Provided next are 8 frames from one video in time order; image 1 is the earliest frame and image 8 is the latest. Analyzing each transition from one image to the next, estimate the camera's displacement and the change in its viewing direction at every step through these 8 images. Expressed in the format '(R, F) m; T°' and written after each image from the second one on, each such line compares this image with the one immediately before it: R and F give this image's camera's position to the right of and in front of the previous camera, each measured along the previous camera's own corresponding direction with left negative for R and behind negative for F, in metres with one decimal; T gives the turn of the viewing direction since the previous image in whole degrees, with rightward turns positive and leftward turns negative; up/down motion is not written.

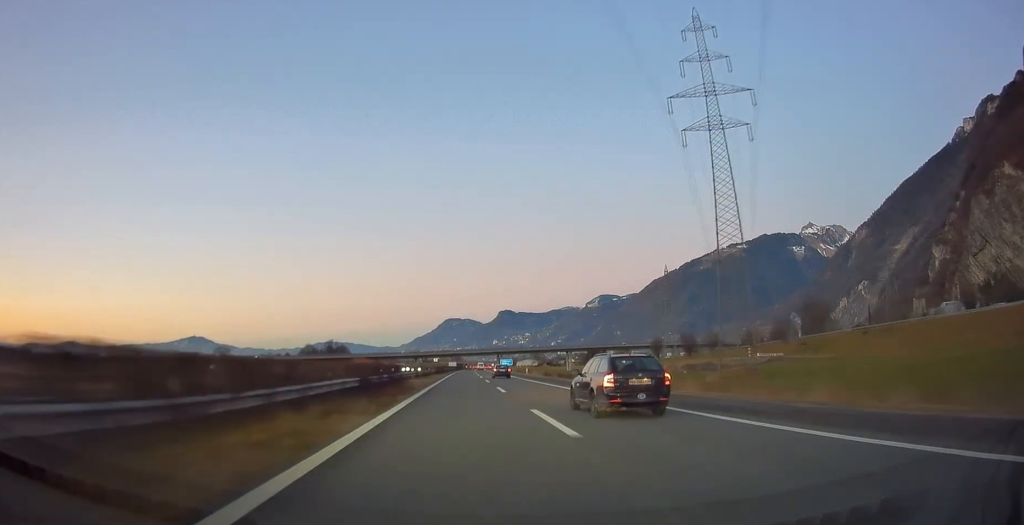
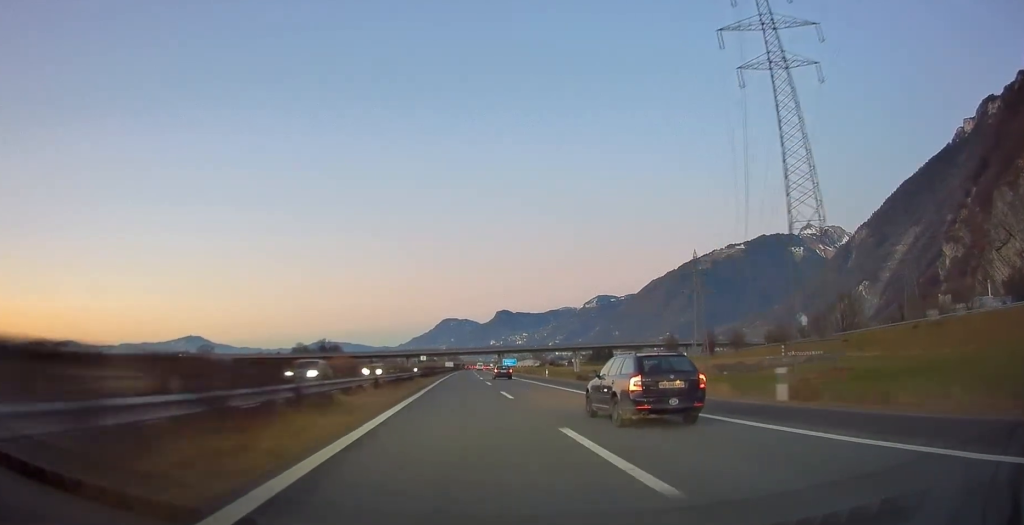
(+0.1, +23.7) m; 0°
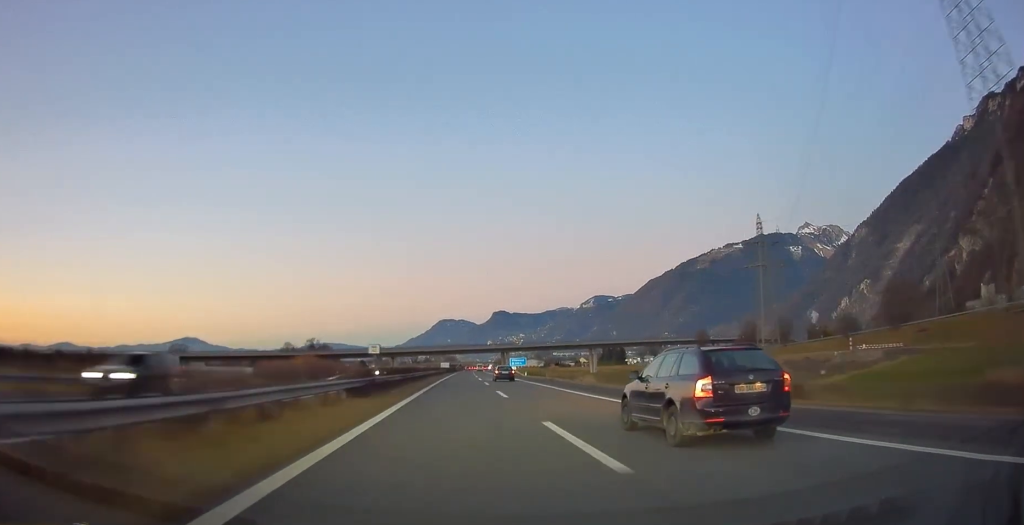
(0.0, +34.9) m; 0°
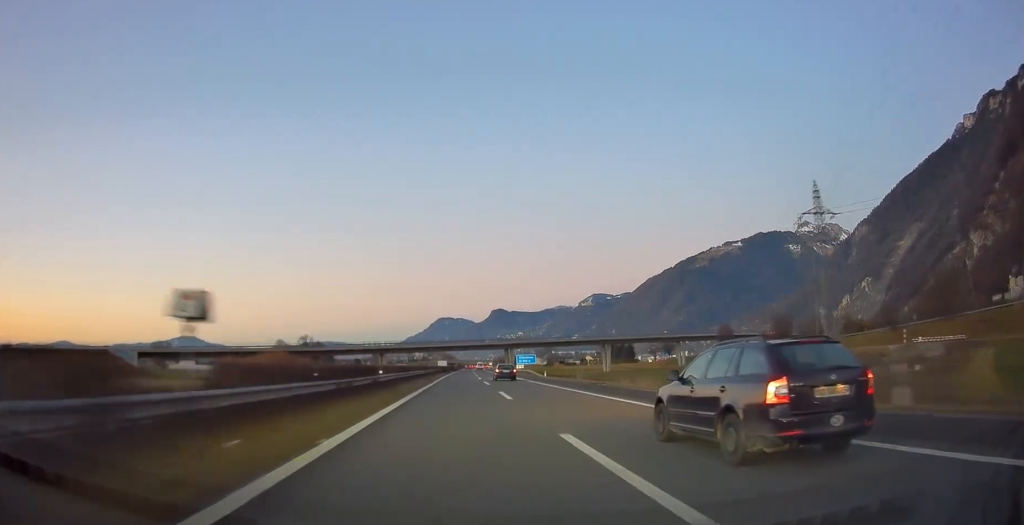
(0.0, +20.3) m; 0°
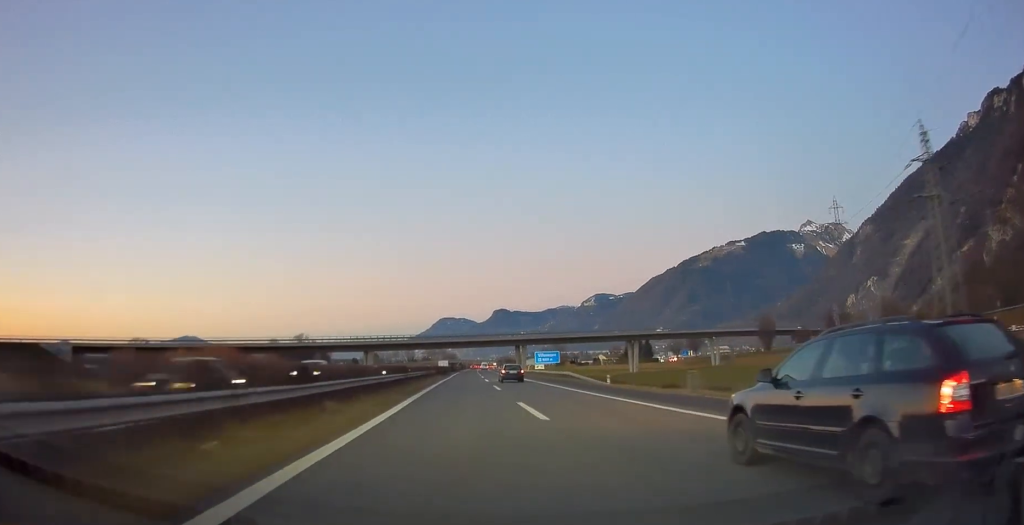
(+0.1, +25.9) m; 0°
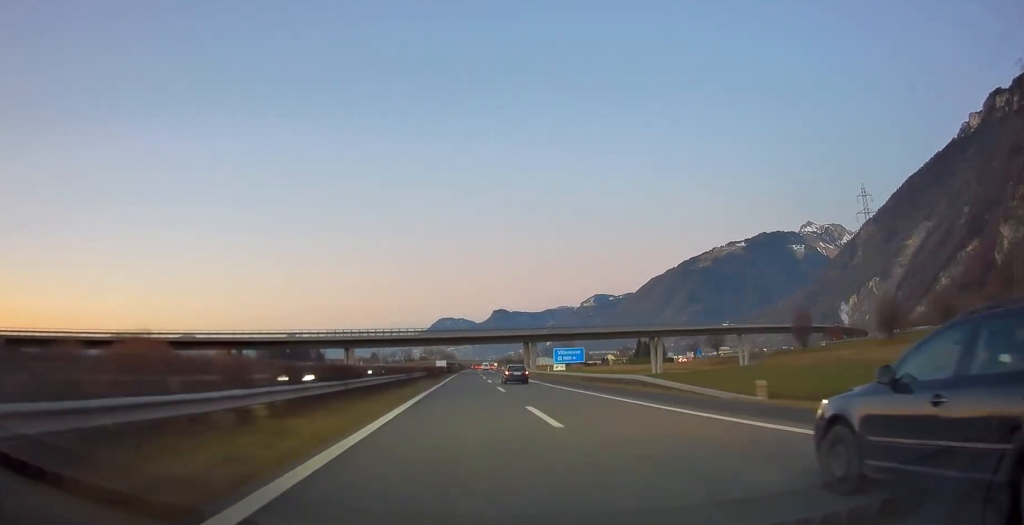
(0.0, +20.3) m; 0°
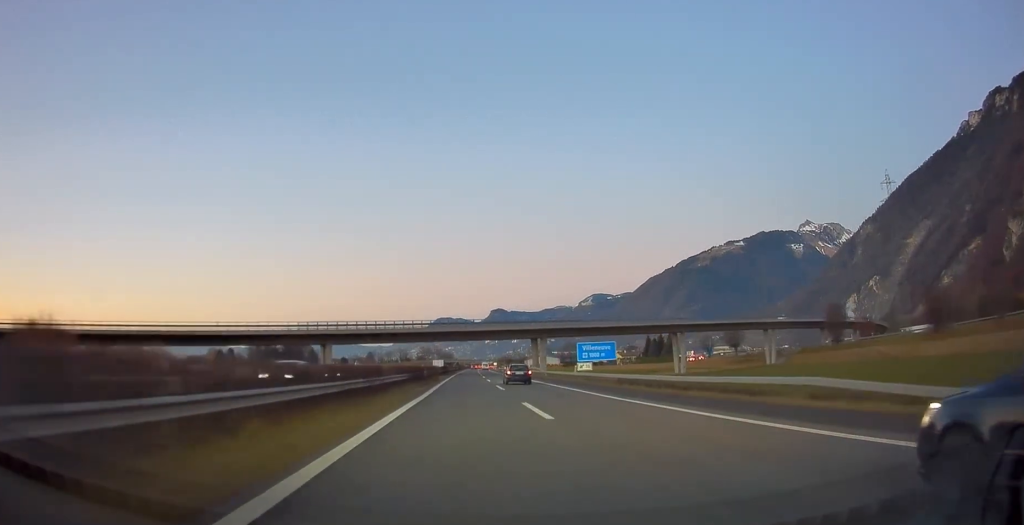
(0.0, +15.8) m; 0°
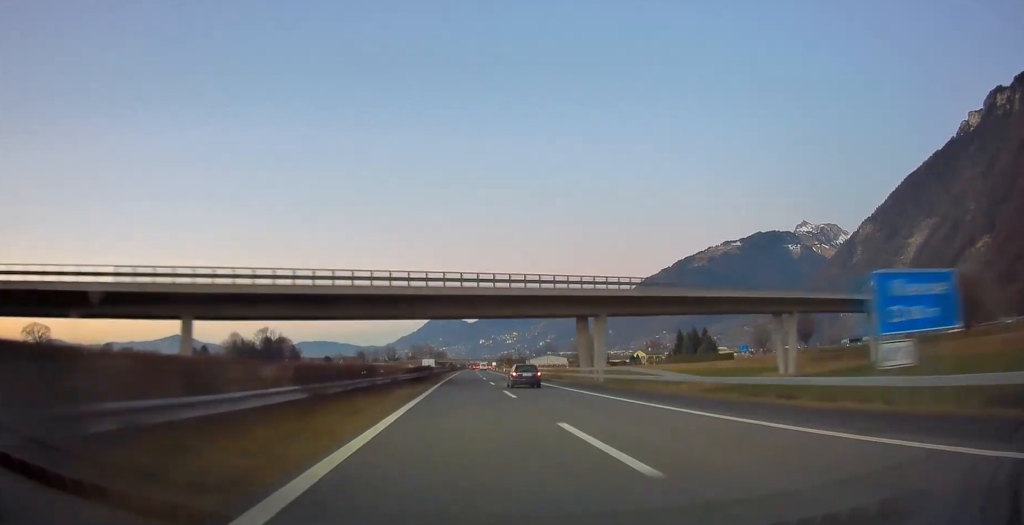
(+0.1, +44.0) m; 0°
